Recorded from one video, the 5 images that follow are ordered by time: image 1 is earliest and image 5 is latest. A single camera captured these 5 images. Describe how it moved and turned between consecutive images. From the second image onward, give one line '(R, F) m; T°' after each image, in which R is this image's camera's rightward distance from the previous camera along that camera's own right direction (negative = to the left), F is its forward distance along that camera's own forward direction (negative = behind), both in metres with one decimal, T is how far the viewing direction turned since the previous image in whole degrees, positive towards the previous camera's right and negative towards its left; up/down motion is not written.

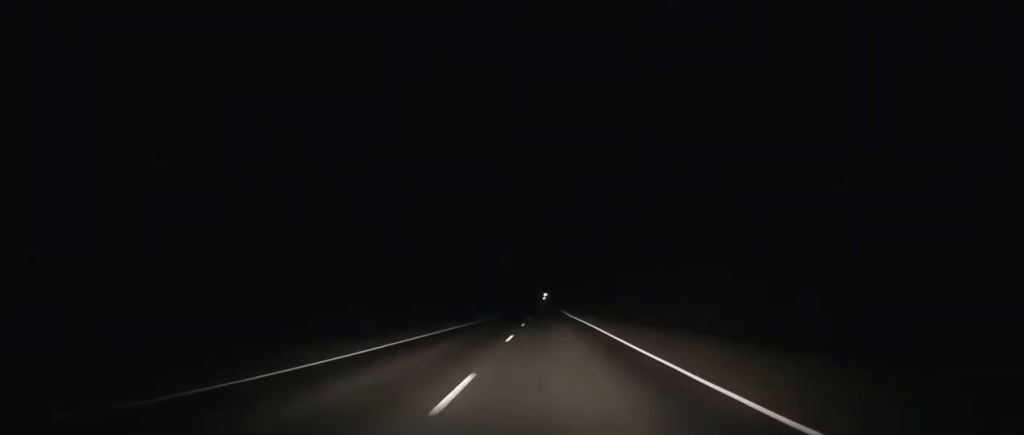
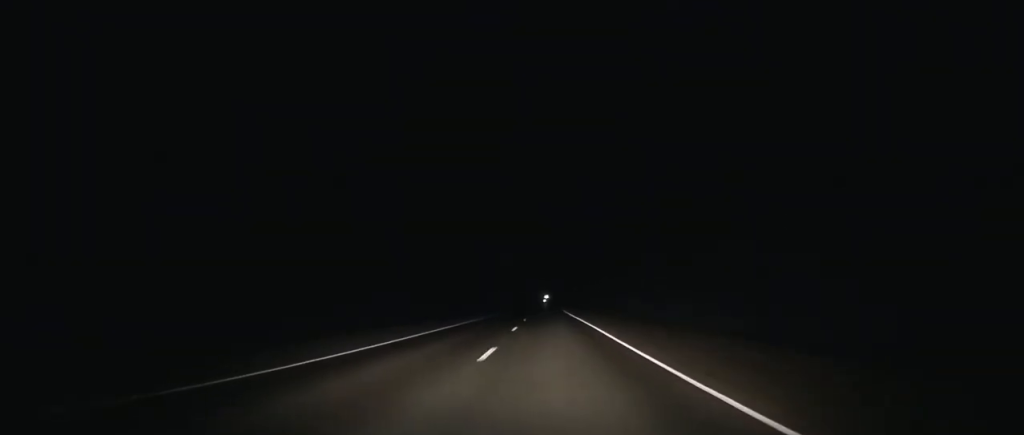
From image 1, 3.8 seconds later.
(-0.2, +115.0) m; 0°
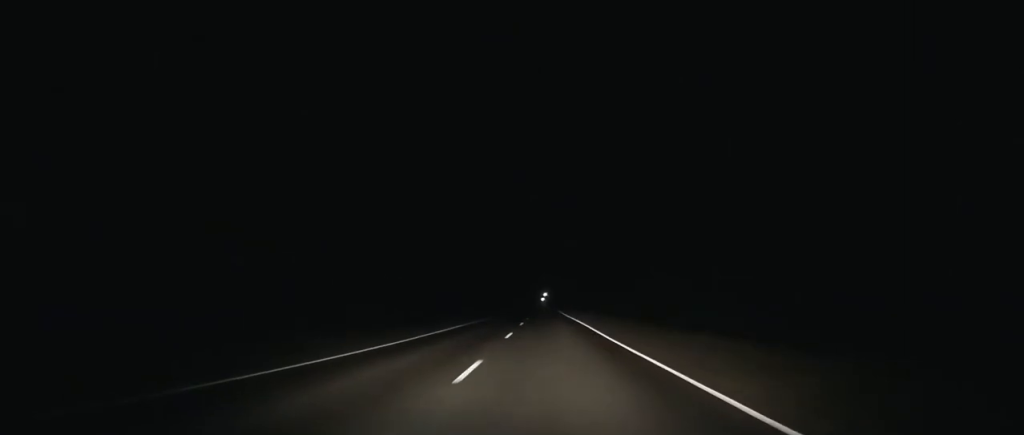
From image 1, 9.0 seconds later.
(-0.5, +153.4) m; 0°
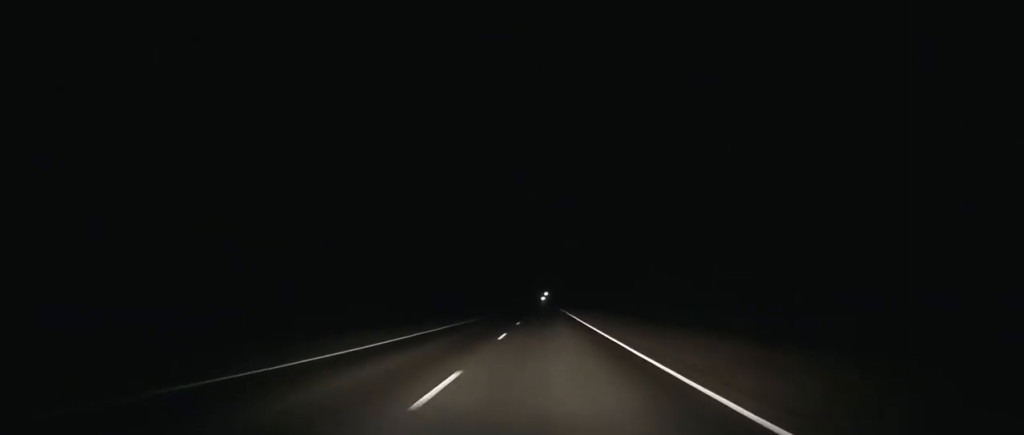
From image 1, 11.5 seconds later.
(-0.1, +77.0) m; 0°
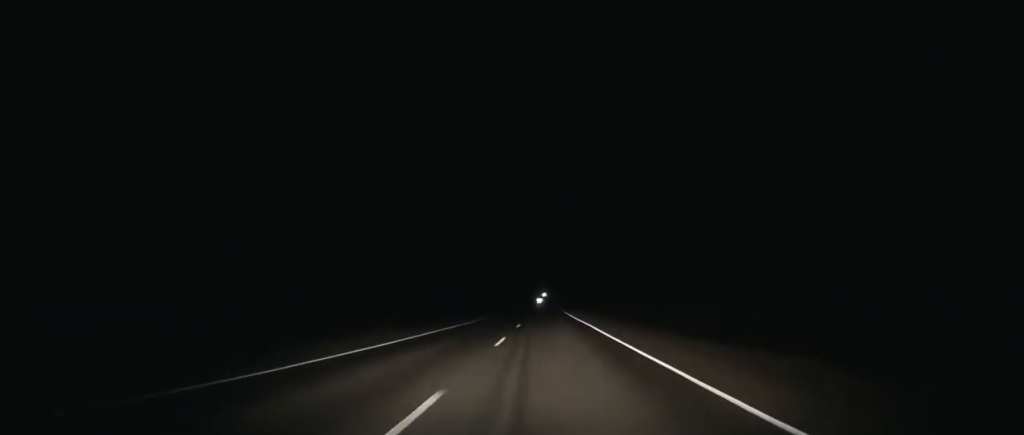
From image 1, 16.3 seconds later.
(+0.2, +149.7) m; 0°
